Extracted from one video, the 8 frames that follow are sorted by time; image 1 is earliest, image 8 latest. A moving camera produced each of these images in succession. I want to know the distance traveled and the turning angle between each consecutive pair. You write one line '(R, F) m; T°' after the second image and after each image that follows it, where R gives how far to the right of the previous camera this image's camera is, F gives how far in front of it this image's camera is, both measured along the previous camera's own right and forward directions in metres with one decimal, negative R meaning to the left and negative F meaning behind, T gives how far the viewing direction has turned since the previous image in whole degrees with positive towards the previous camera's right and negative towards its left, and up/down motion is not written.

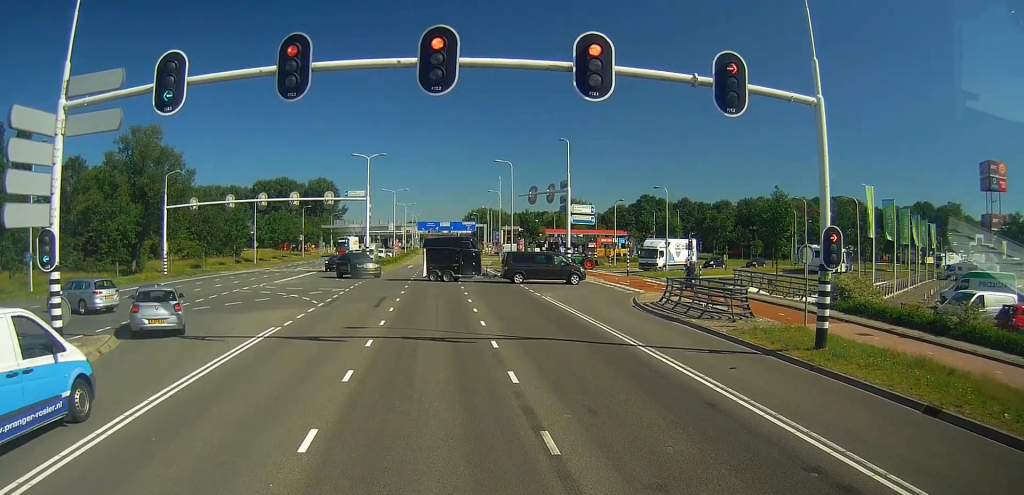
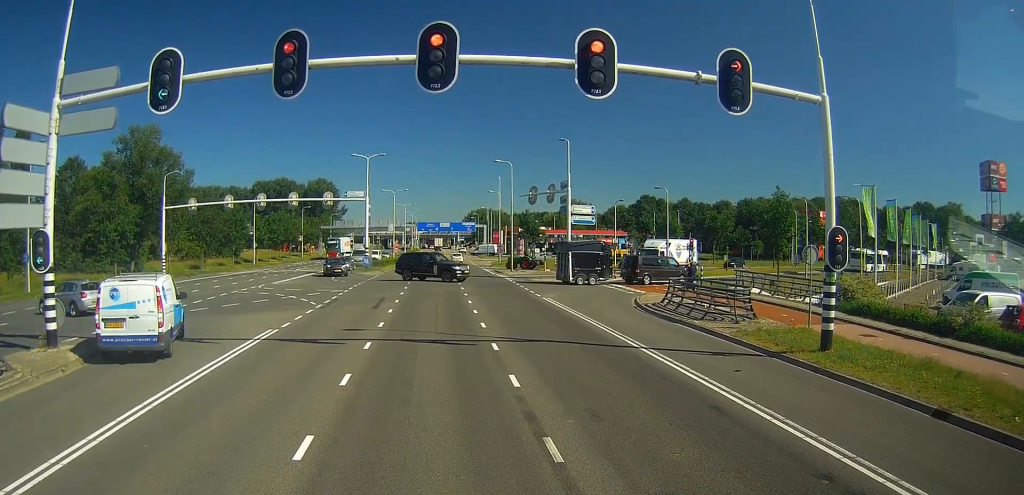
(+0.2, +0.3) m; 0°
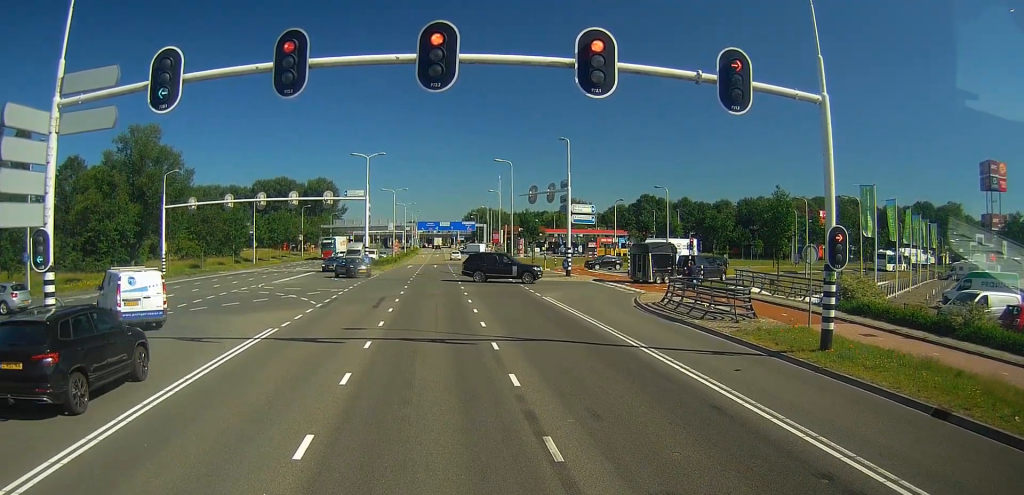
(+0.1, 0.0) m; 0°
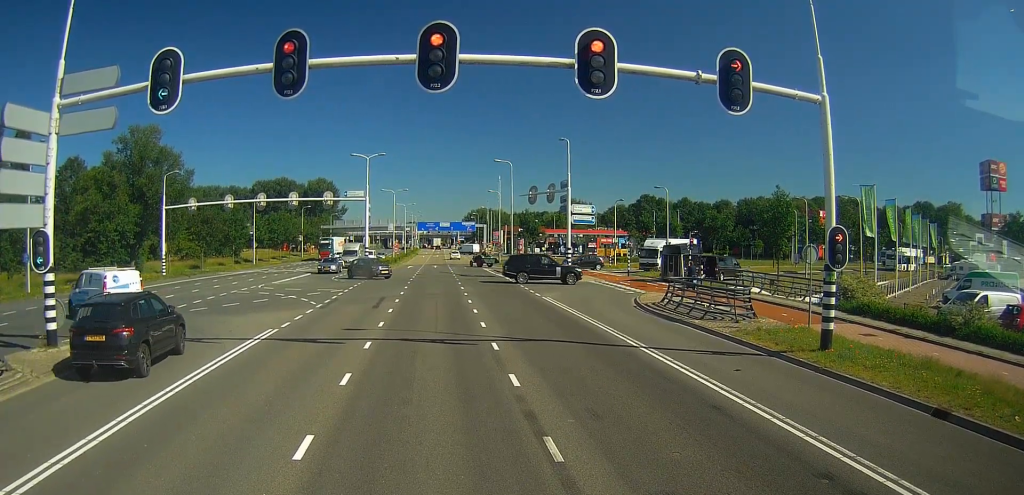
(0.0, 0.0) m; 0°
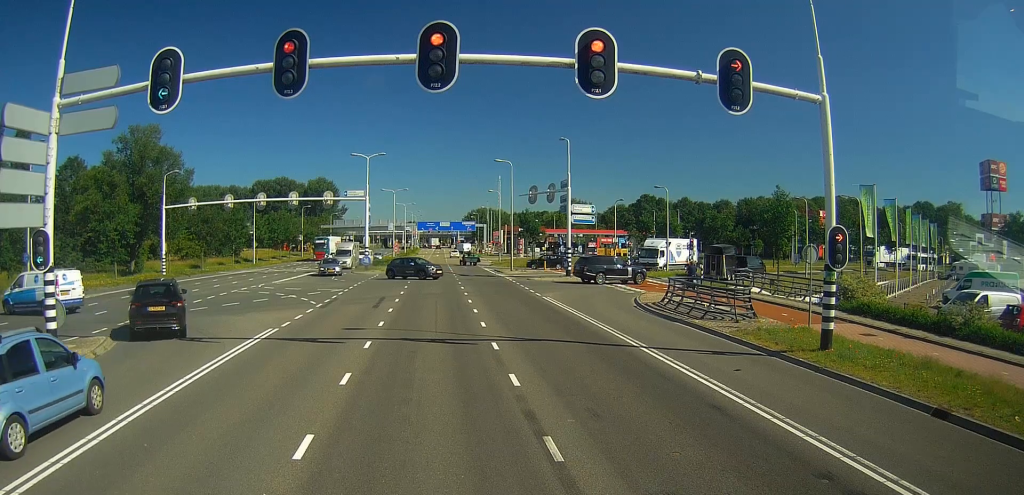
(0.0, 0.0) m; 0°
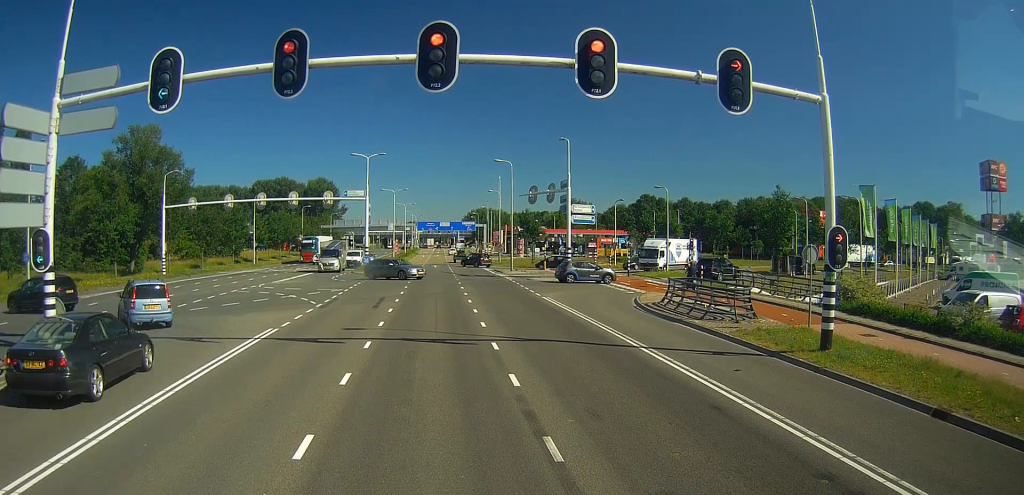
(0.0, 0.0) m; 0°
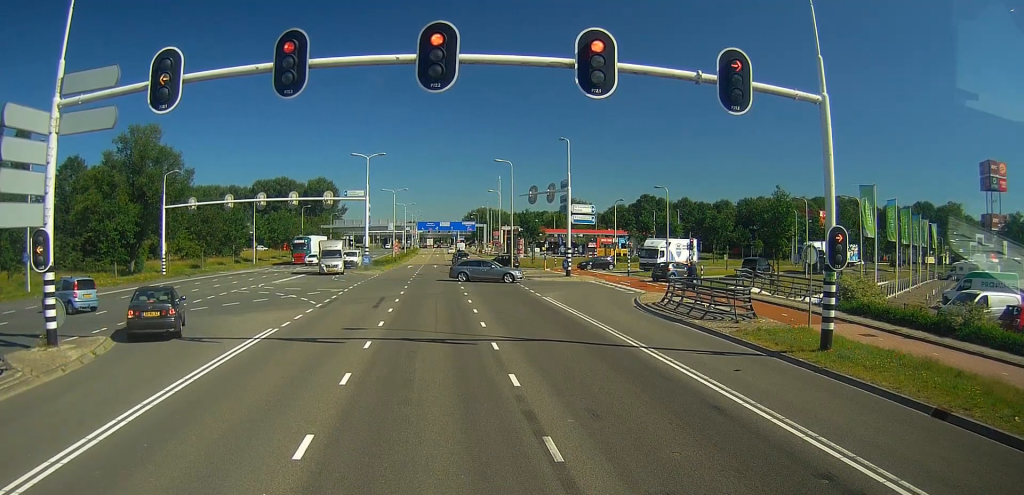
(0.0, 0.0) m; 0°
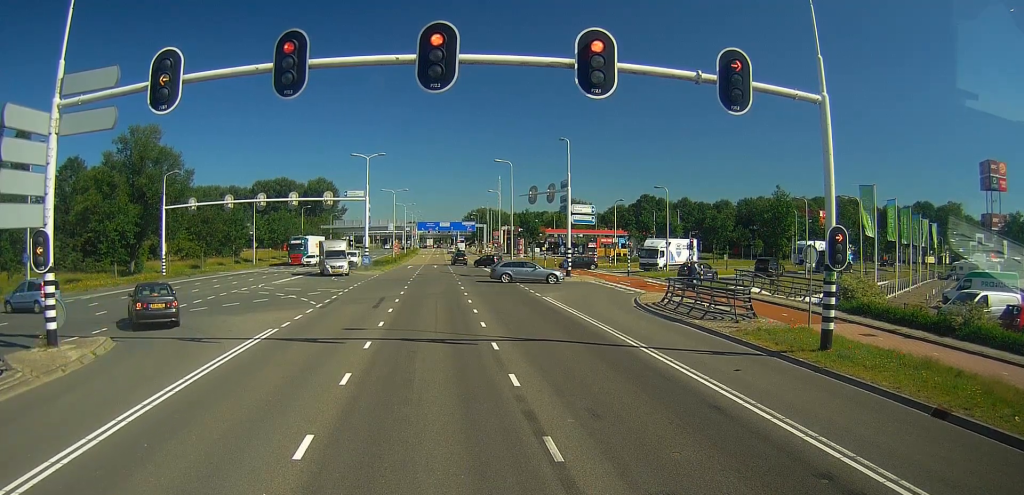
(0.0, 0.0) m; 0°
